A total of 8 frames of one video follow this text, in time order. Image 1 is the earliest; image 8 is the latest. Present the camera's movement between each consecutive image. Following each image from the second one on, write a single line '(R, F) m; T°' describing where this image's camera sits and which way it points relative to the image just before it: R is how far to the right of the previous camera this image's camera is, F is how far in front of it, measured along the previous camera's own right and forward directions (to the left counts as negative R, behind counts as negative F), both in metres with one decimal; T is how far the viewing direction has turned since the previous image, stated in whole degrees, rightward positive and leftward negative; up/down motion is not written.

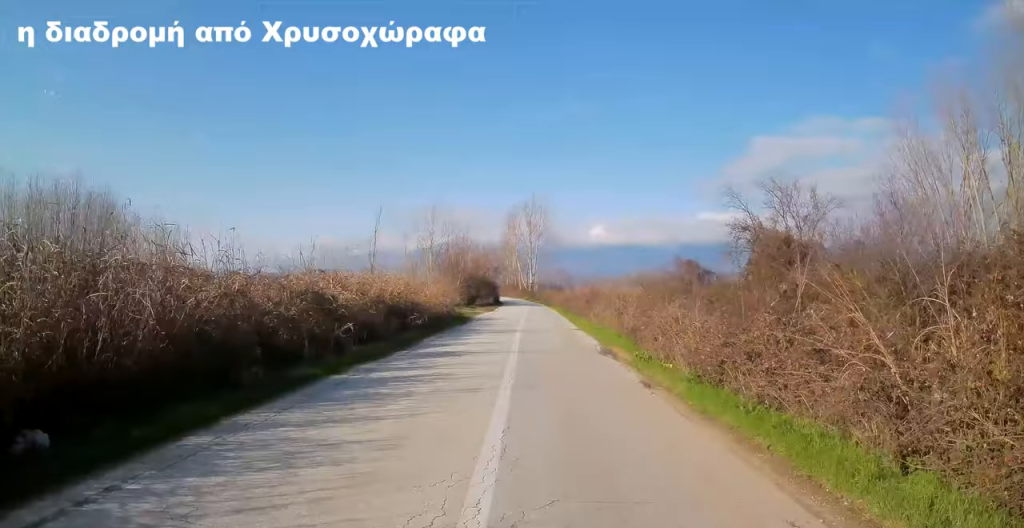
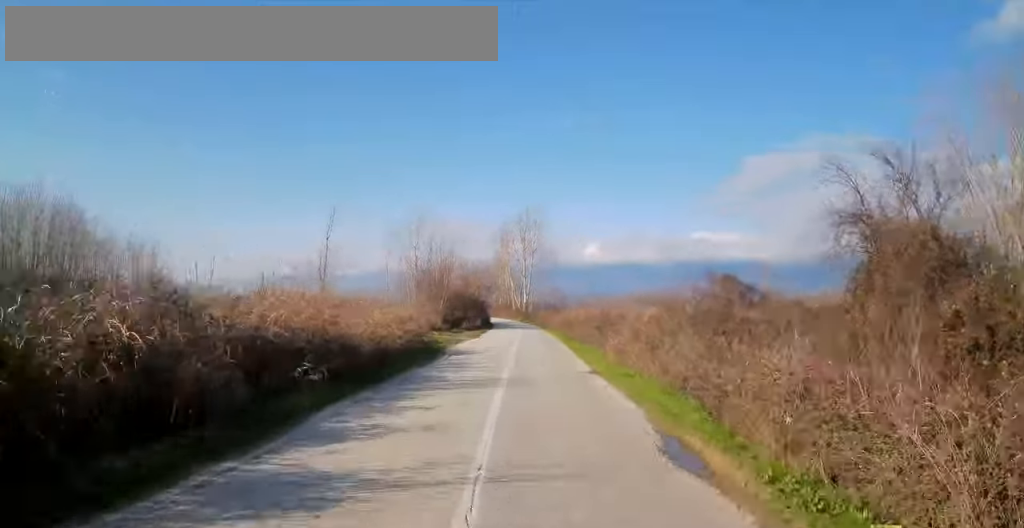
(+0.1, +9.1) m; +1°
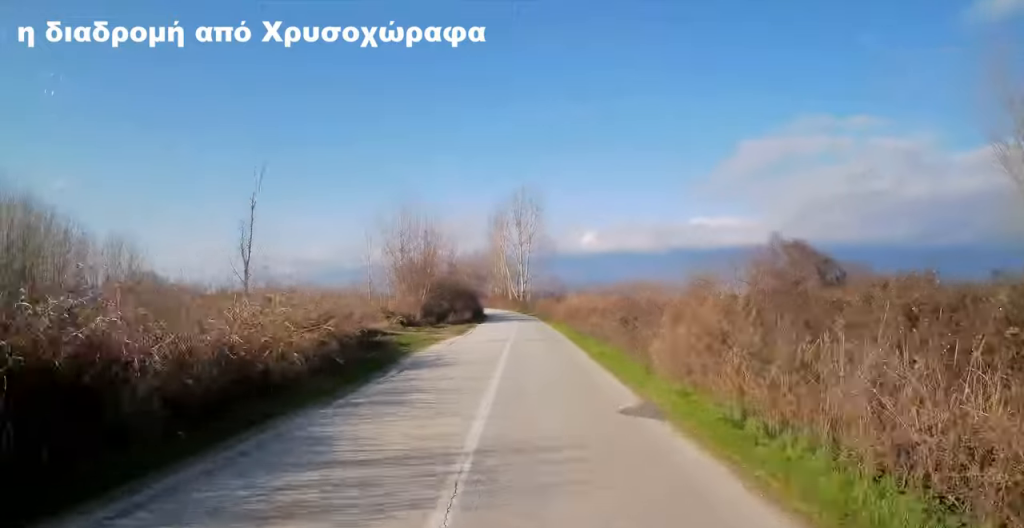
(+0.1, +9.1) m; 0°
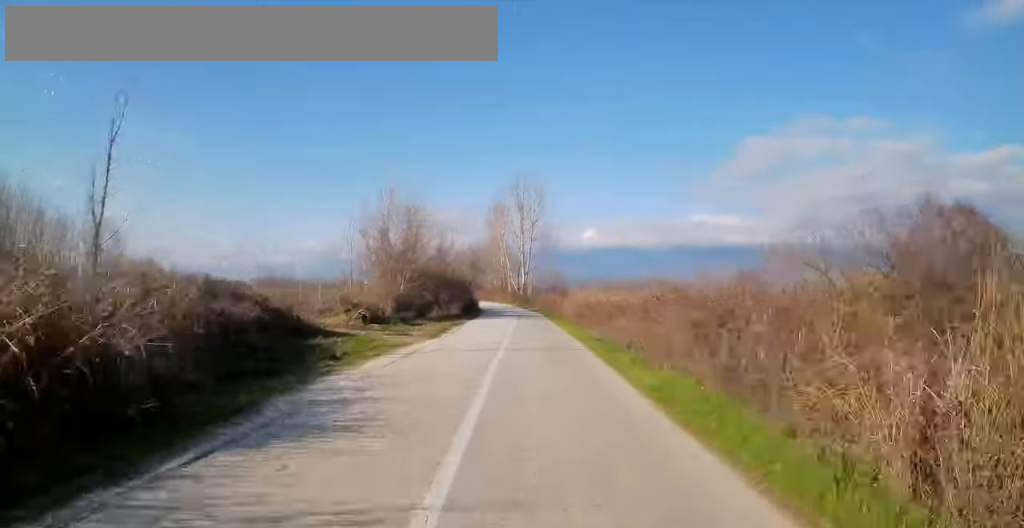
(-0.1, +9.7) m; -1°
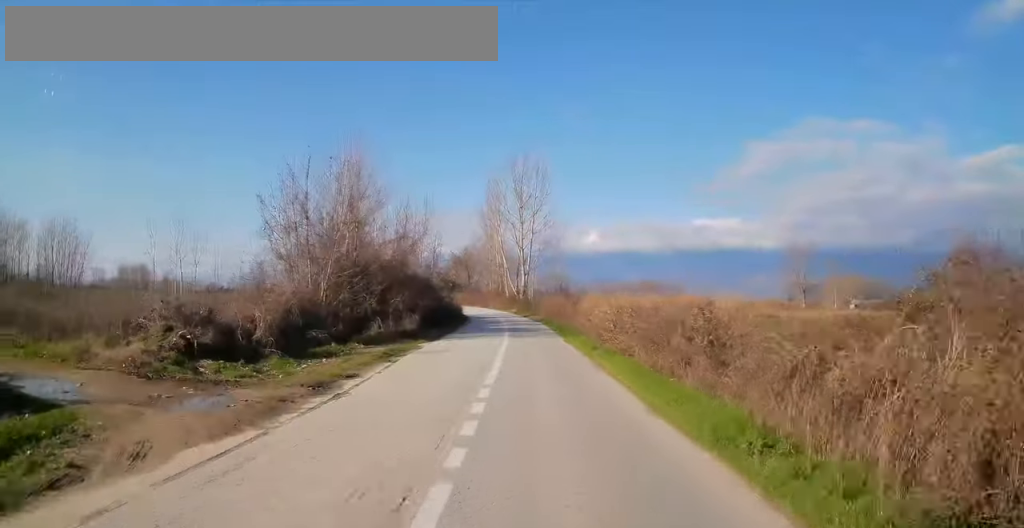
(-0.3, +16.8) m; -1°
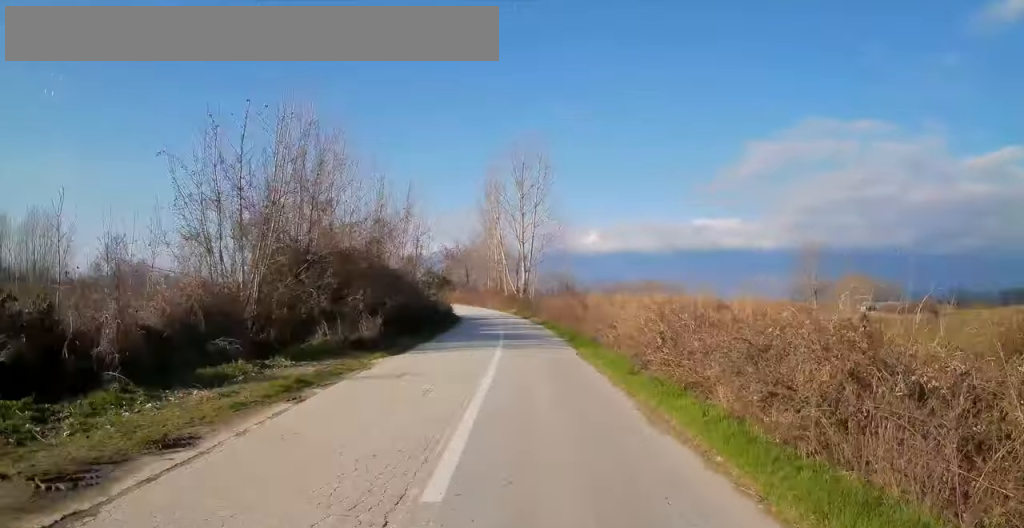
(0.0, +7.1) m; 0°
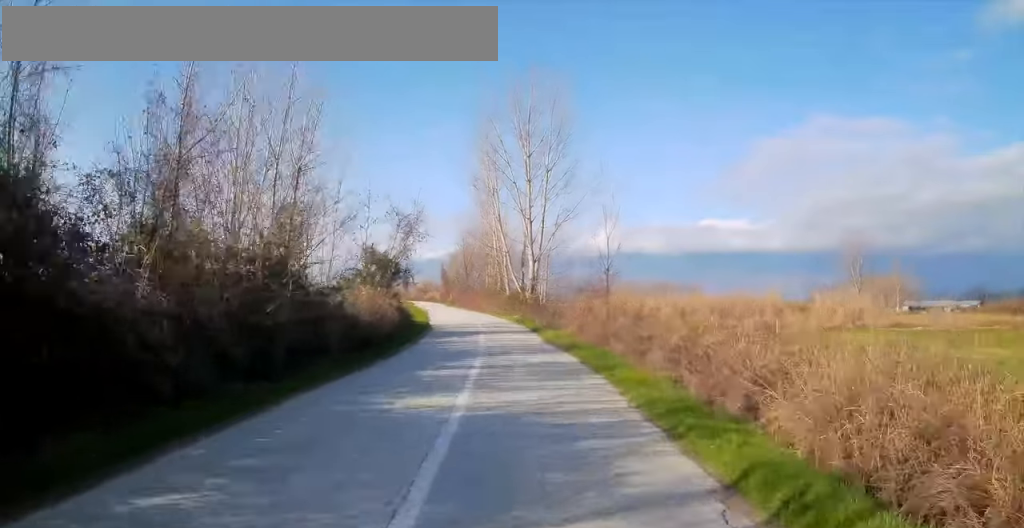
(0.0, +20.6) m; 0°
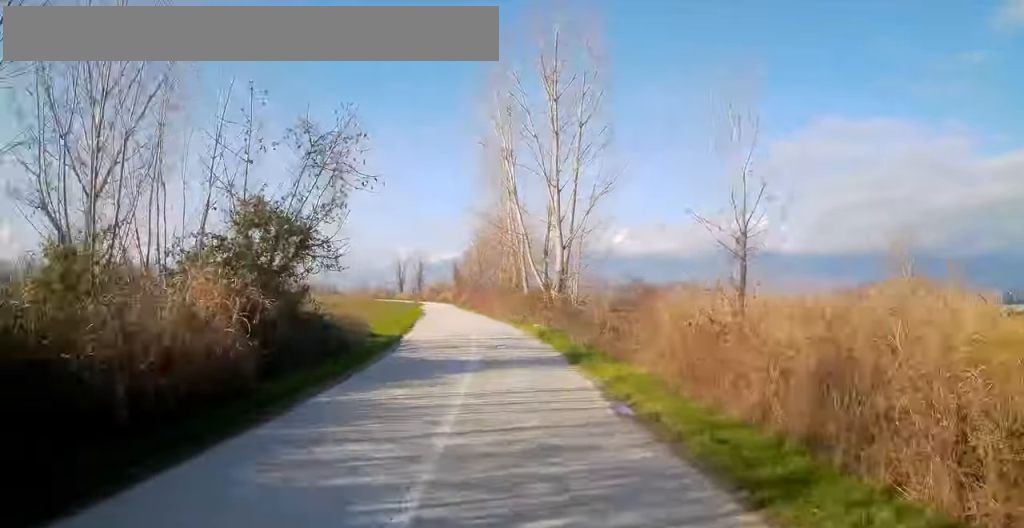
(+0.1, +14.9) m; -3°
